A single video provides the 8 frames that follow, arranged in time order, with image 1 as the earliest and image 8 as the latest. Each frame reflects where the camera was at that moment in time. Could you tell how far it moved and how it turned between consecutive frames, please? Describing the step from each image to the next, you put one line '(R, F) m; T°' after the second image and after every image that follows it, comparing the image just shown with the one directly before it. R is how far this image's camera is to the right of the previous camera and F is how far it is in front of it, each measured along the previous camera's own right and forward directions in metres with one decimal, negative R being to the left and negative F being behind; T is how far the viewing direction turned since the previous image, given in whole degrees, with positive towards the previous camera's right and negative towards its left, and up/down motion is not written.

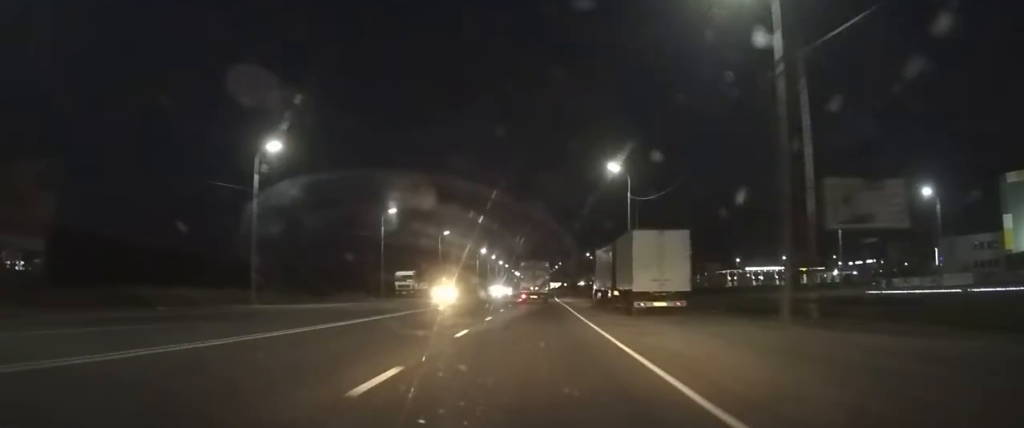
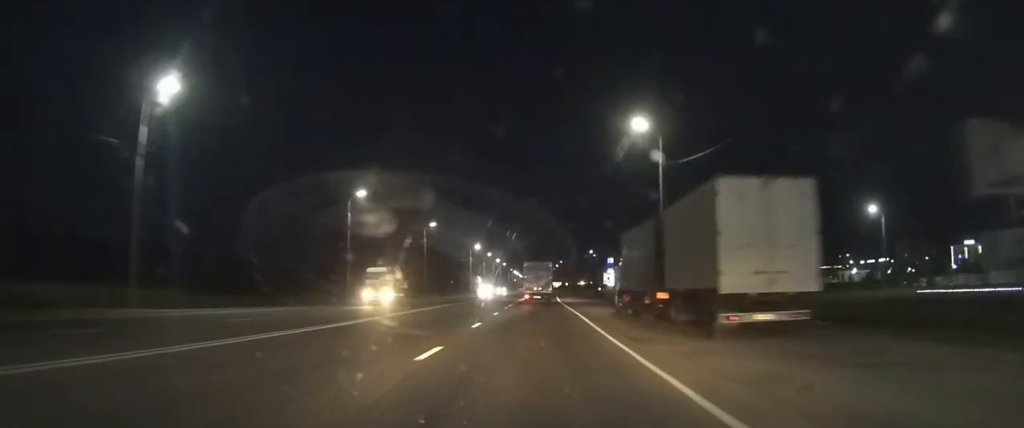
(0.0, +12.6) m; 0°
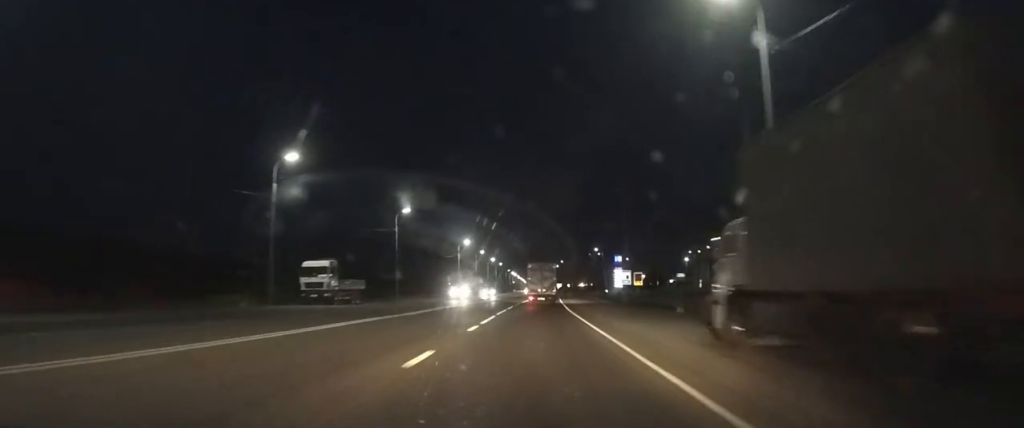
(0.0, +17.1) m; 0°
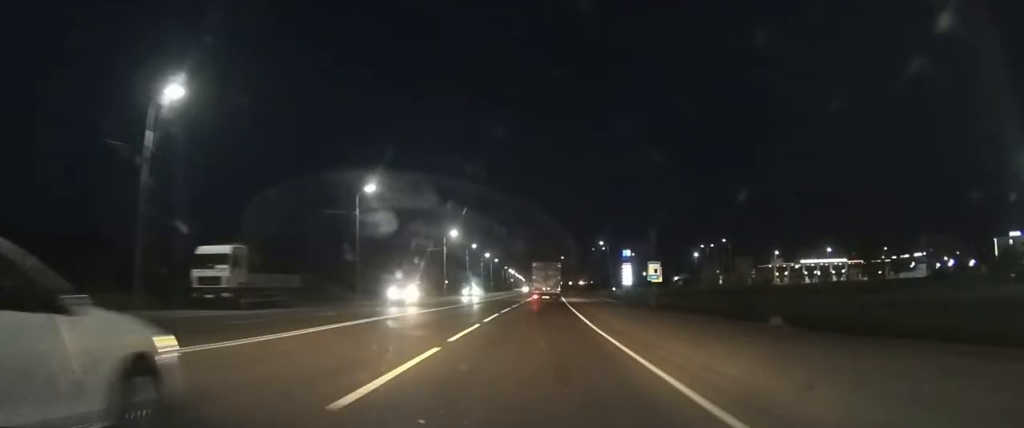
(0.0, +14.9) m; 0°
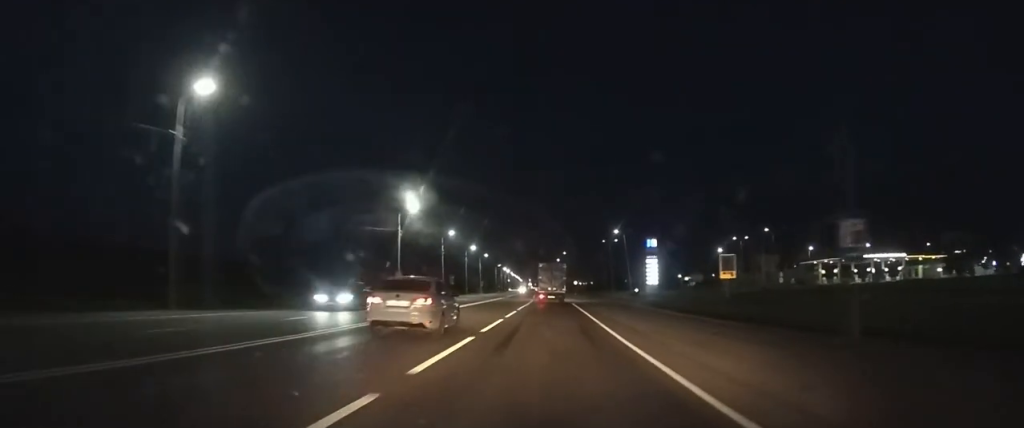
(+0.1, +29.2) m; 0°
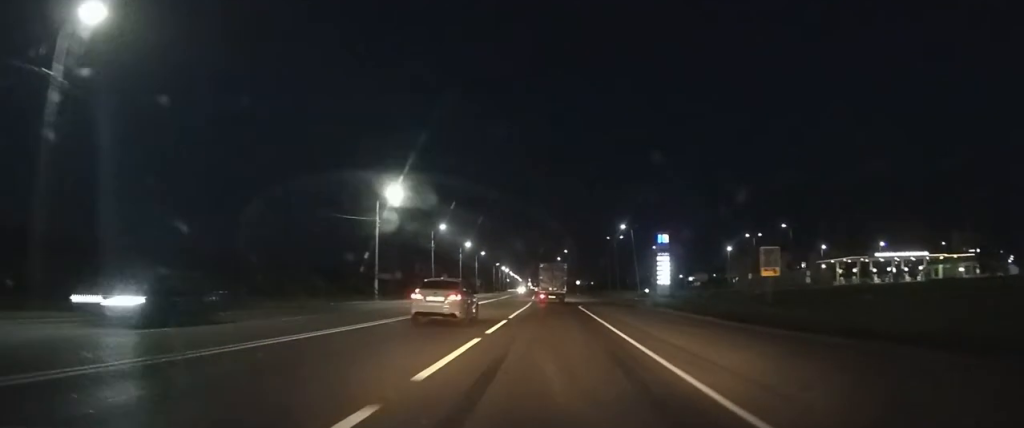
(0.0, +8.8) m; 0°
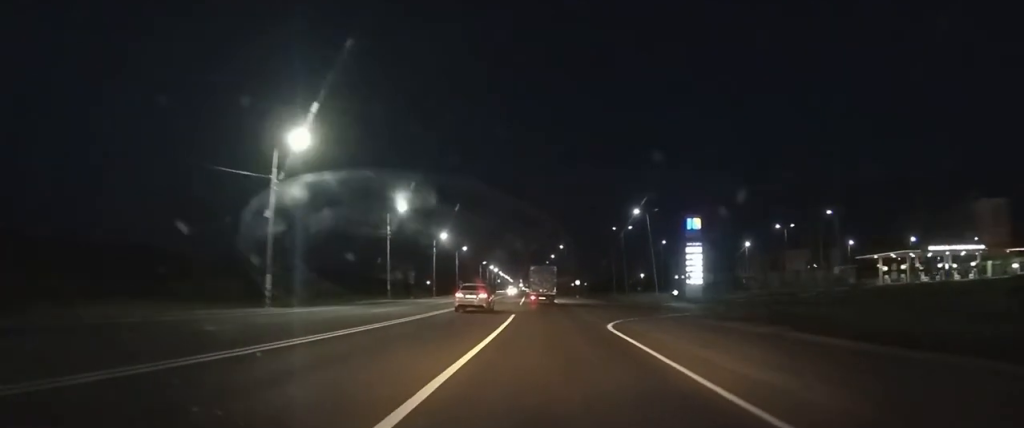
(0.0, +21.0) m; 0°
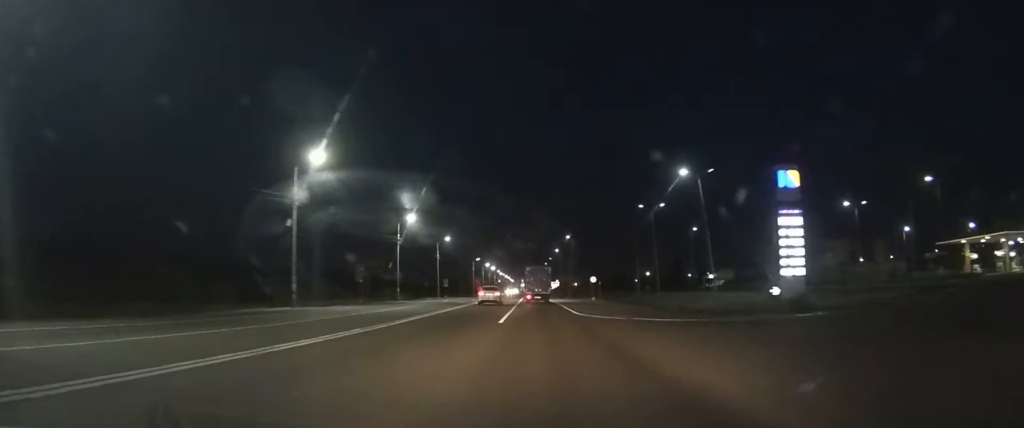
(+0.1, +25.1) m; 0°
